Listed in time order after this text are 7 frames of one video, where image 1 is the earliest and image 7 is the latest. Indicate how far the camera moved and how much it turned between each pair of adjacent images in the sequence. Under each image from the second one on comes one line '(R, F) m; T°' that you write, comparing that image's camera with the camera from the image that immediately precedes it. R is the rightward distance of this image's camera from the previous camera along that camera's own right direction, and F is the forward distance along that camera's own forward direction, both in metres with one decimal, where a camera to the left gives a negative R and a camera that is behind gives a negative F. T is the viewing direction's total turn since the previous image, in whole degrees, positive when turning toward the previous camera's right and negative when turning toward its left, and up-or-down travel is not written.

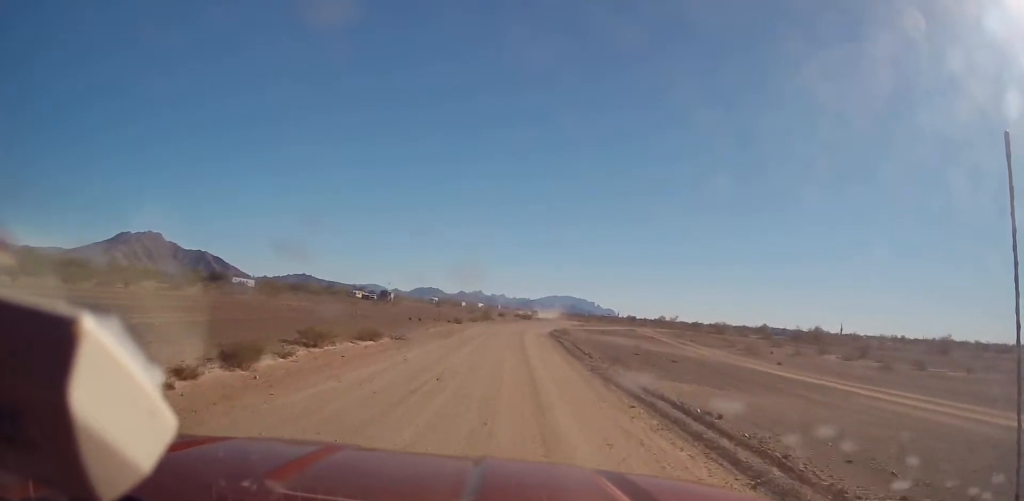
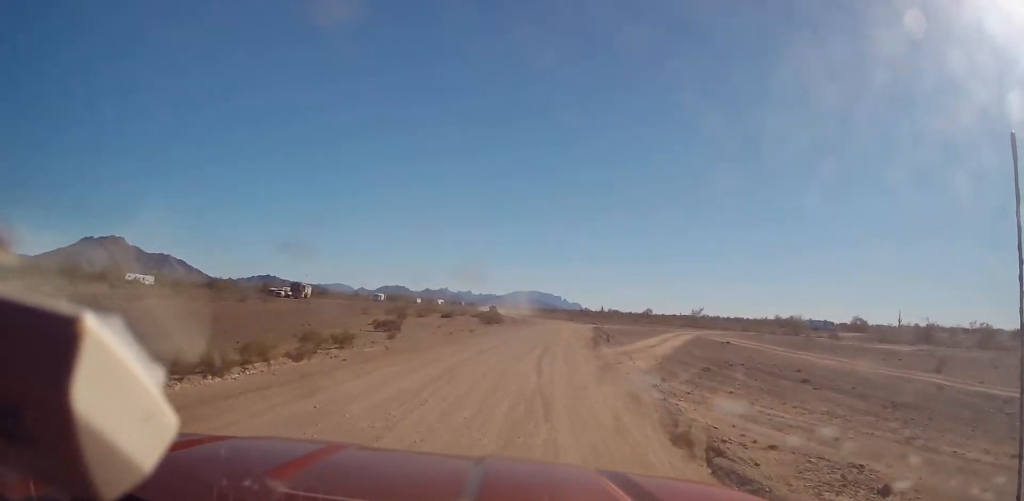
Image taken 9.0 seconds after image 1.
(+2.0, +59.4) m; +6°
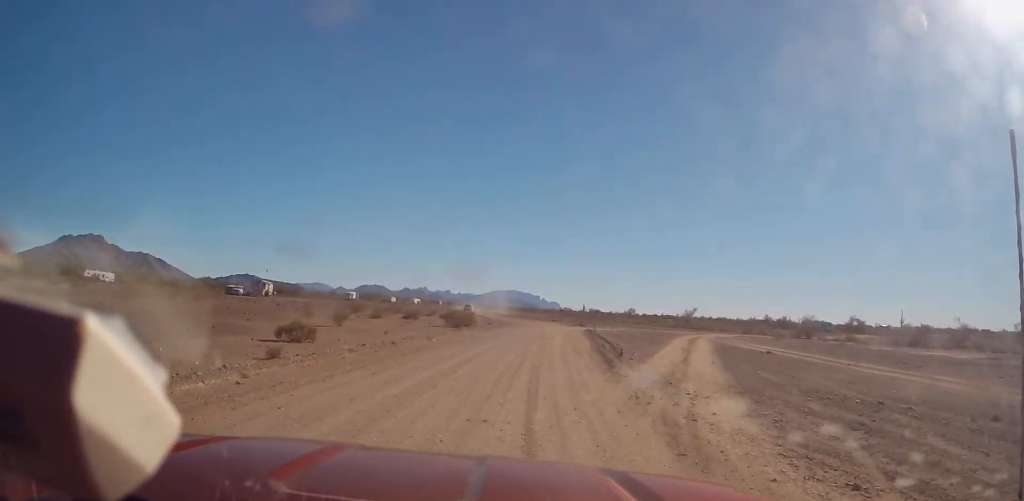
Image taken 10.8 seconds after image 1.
(+0.1, +12.1) m; +2°
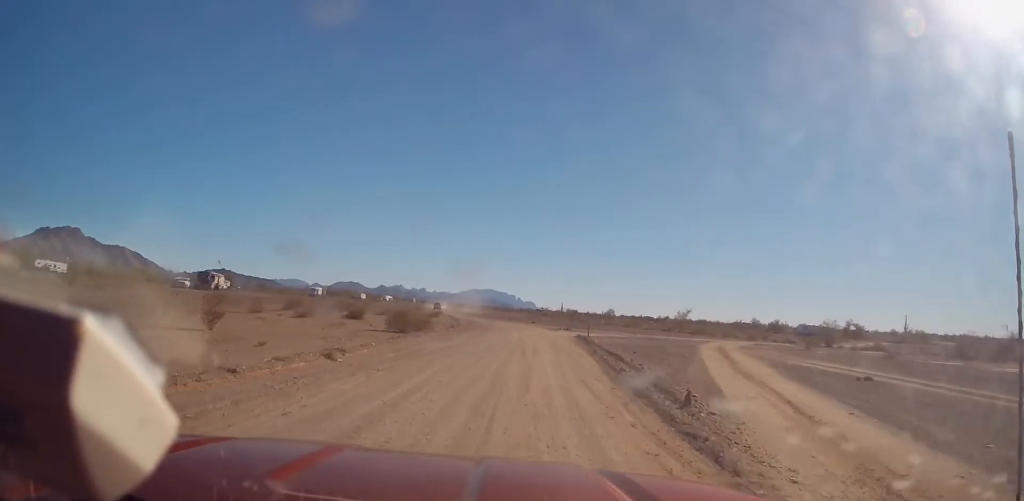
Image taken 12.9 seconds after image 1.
(+0.4, +13.8) m; +1°
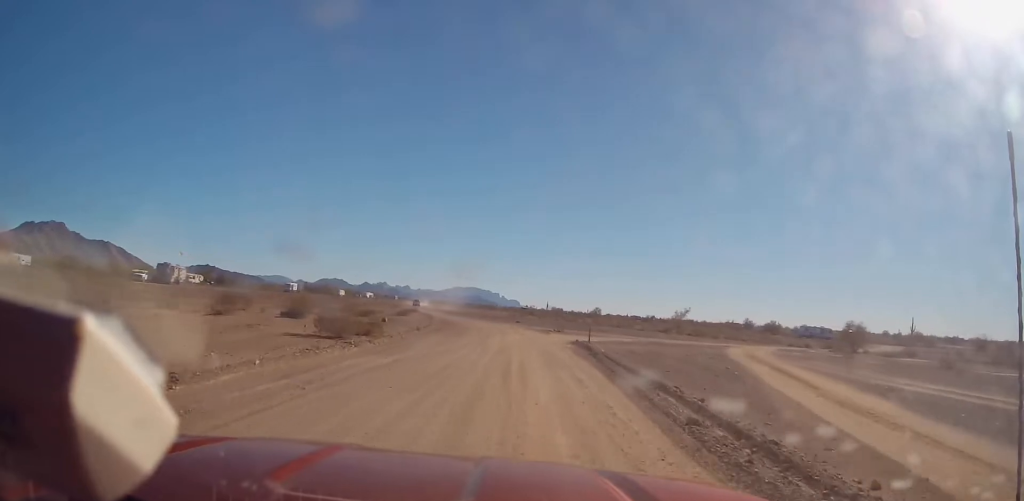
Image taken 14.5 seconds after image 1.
(+0.1, +10.2) m; 0°
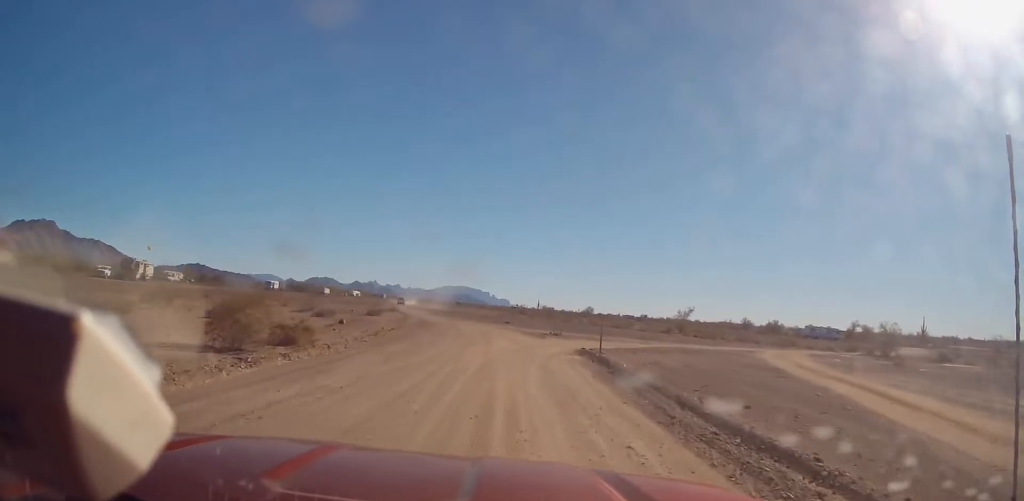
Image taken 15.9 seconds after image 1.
(+0.1, +9.2) m; -1°
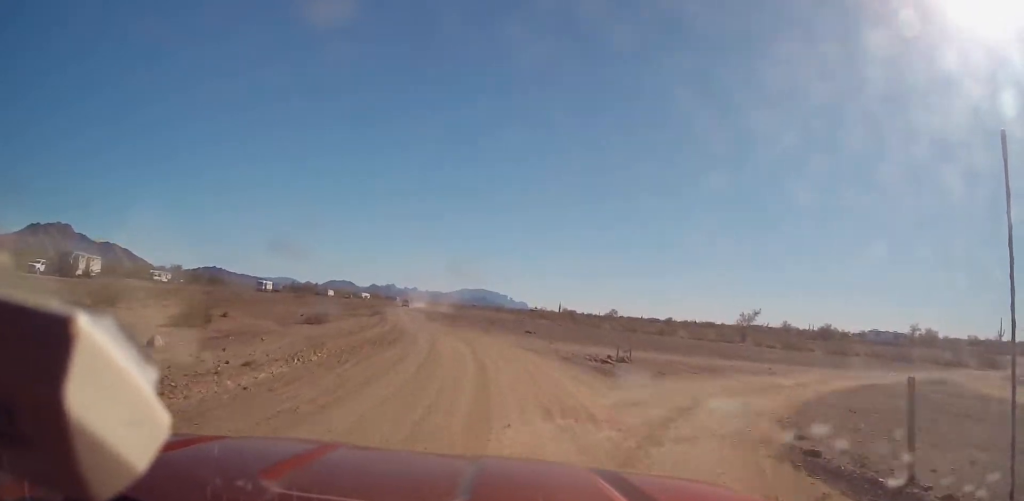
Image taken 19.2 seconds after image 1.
(-0.4, +21.9) m; -4°
